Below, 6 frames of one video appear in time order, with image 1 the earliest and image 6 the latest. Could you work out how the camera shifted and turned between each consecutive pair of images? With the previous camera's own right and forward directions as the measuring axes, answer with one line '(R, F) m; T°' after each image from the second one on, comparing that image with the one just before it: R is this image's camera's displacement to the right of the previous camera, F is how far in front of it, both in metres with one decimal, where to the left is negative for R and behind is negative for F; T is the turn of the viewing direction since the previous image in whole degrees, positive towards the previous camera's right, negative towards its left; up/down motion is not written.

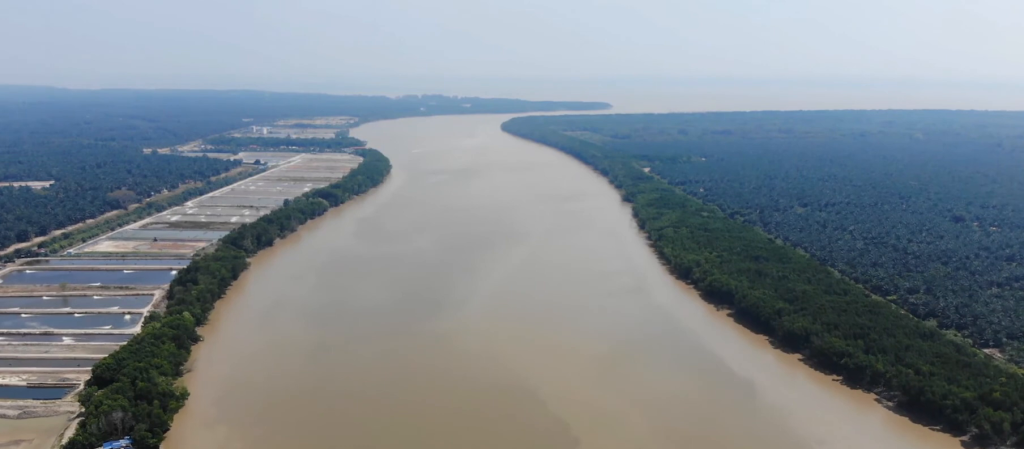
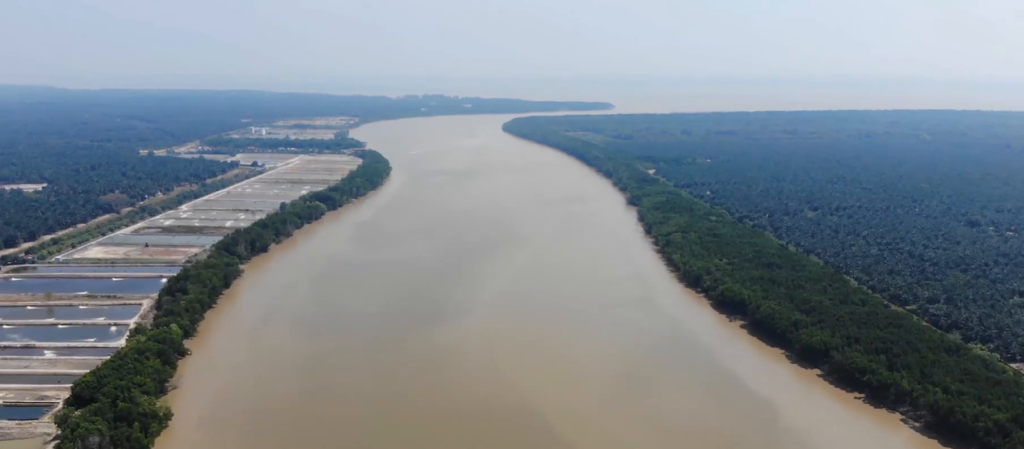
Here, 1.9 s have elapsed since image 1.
(+0.1, +25.0) m; 0°
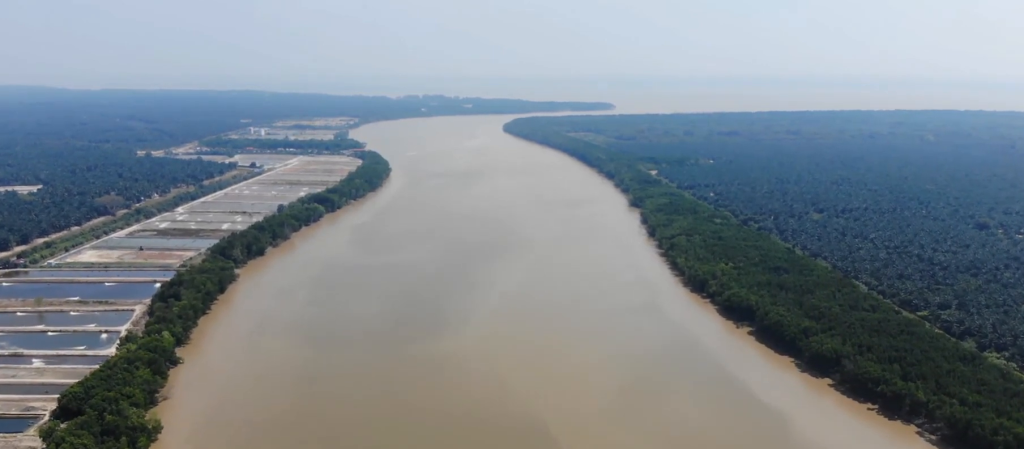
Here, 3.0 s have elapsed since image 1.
(-0.1, +14.1) m; -1°
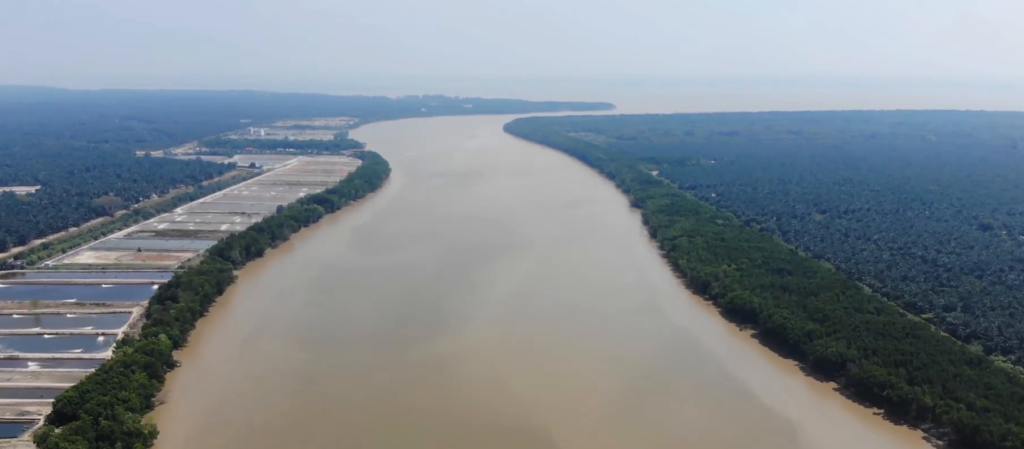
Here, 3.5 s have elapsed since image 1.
(0.0, +5.5) m; 0°
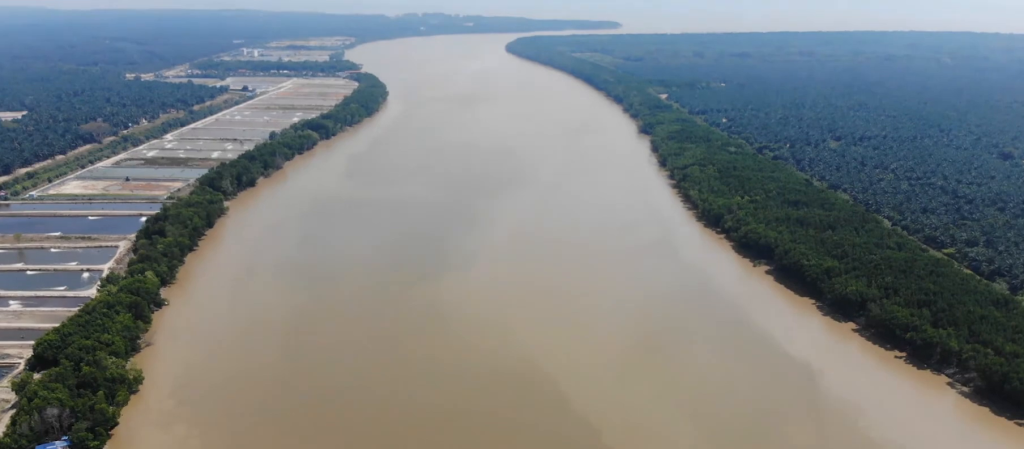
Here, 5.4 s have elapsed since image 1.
(-0.3, +23.9) m; -1°
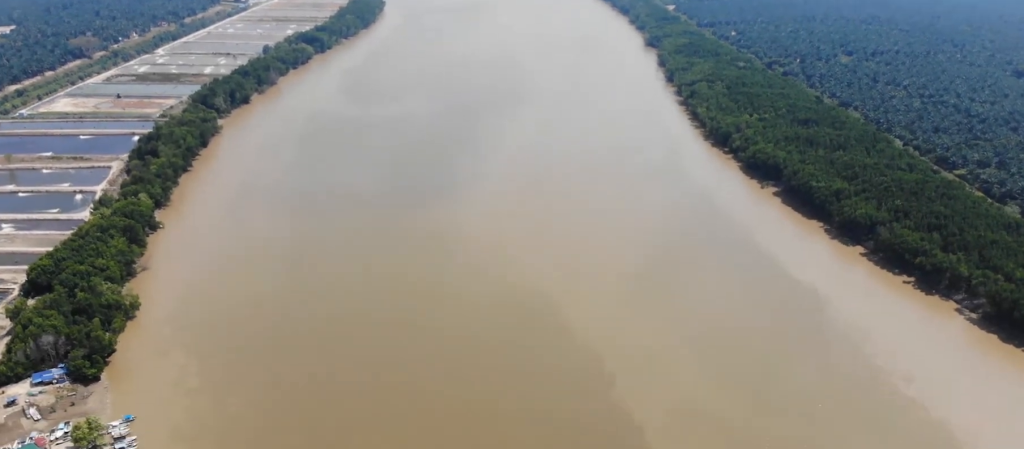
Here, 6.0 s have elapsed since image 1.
(0.0, +7.9) m; 0°
